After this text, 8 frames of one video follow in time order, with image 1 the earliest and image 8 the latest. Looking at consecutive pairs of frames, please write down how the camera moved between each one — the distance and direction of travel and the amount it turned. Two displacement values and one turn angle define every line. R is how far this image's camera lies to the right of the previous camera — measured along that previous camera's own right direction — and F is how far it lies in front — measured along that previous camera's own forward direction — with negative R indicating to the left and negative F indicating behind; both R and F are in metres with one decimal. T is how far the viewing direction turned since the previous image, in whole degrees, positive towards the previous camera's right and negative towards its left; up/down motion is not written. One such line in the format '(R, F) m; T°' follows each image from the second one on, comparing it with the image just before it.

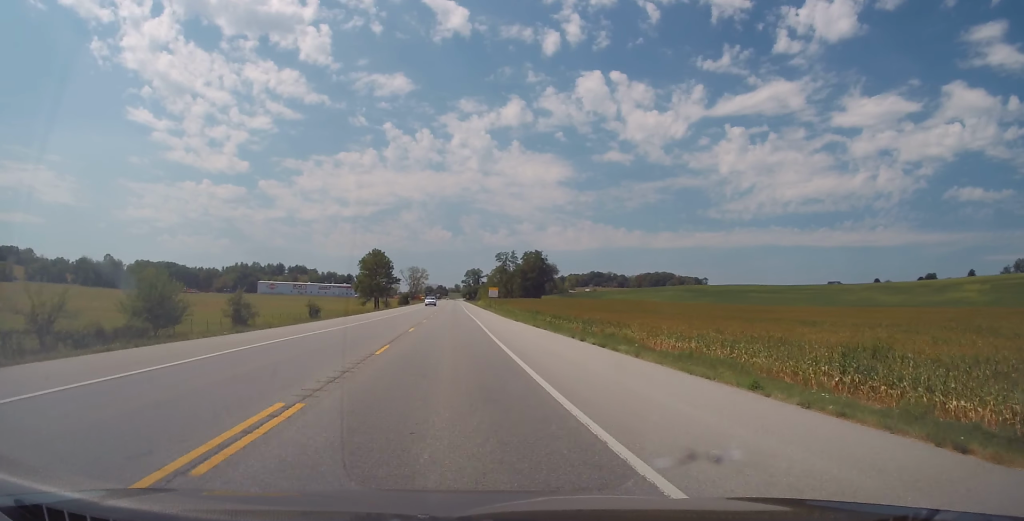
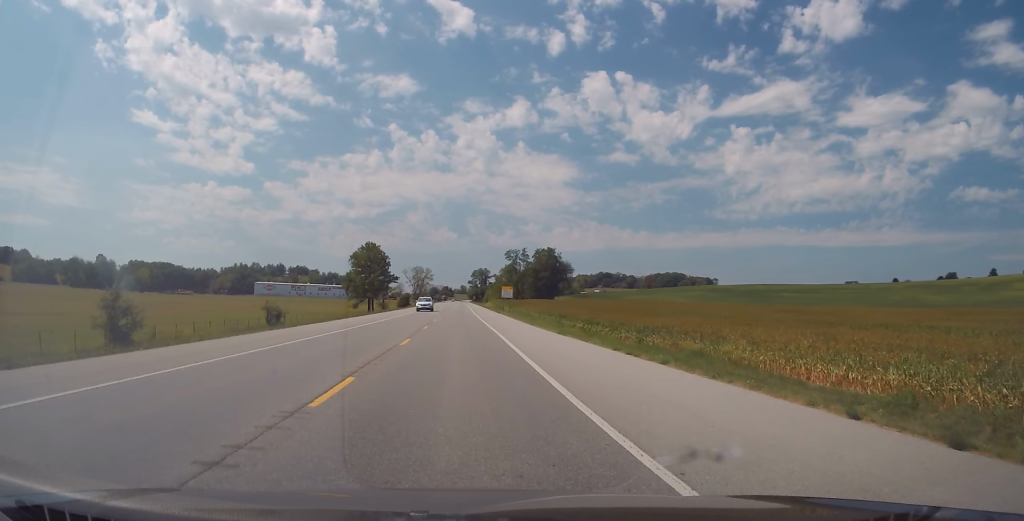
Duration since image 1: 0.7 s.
(-0.1, +19.9) m; 0°
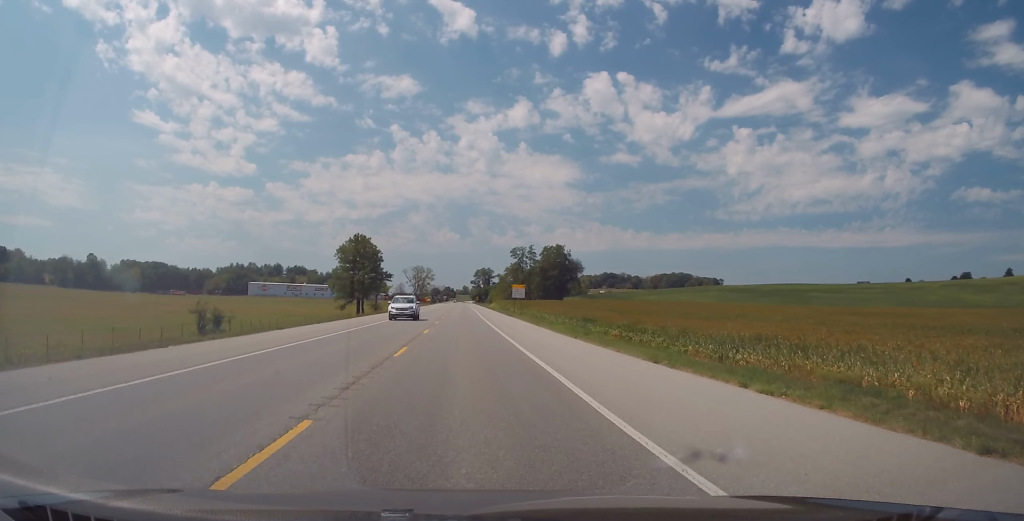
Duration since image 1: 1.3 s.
(-0.1, +16.1) m; 0°
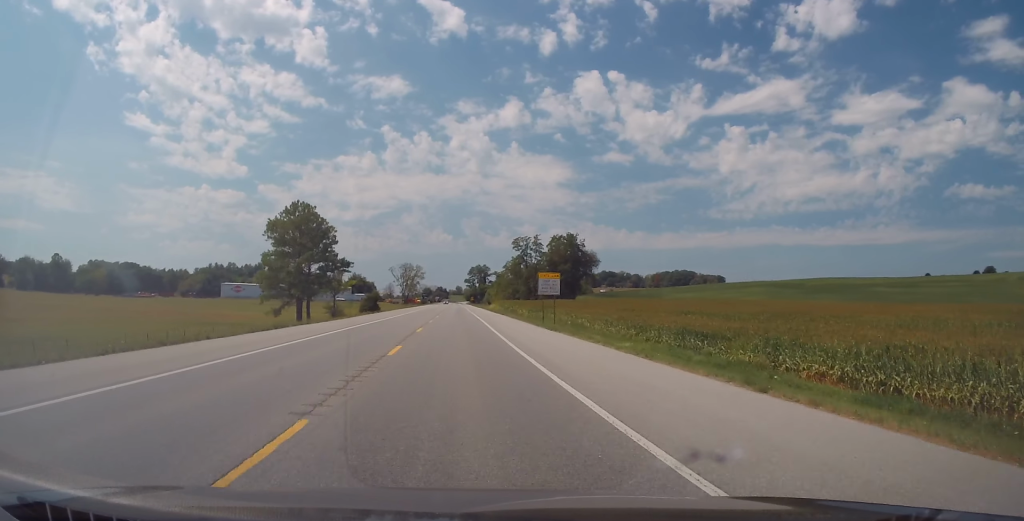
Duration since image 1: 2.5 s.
(+0.1, +36.2) m; 0°
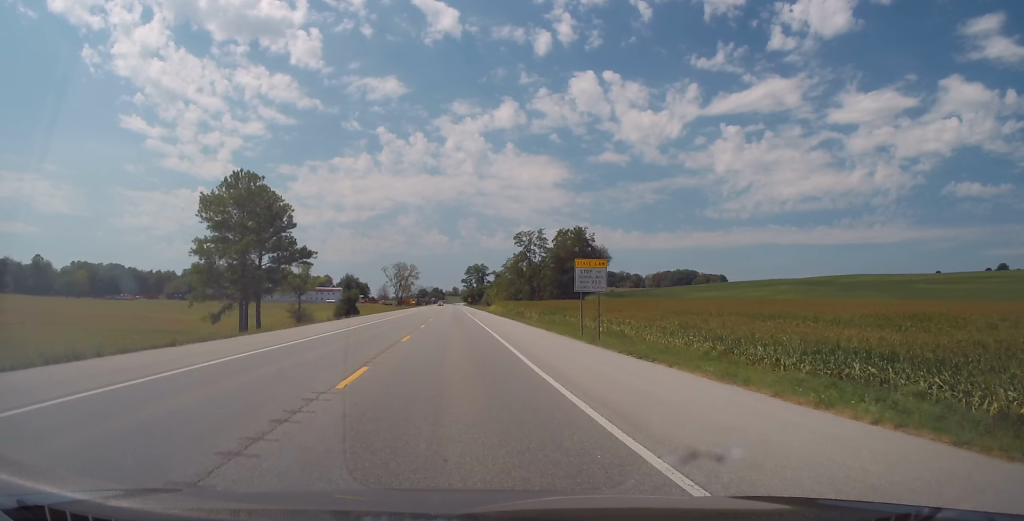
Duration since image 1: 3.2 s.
(0.0, +18.2) m; 0°
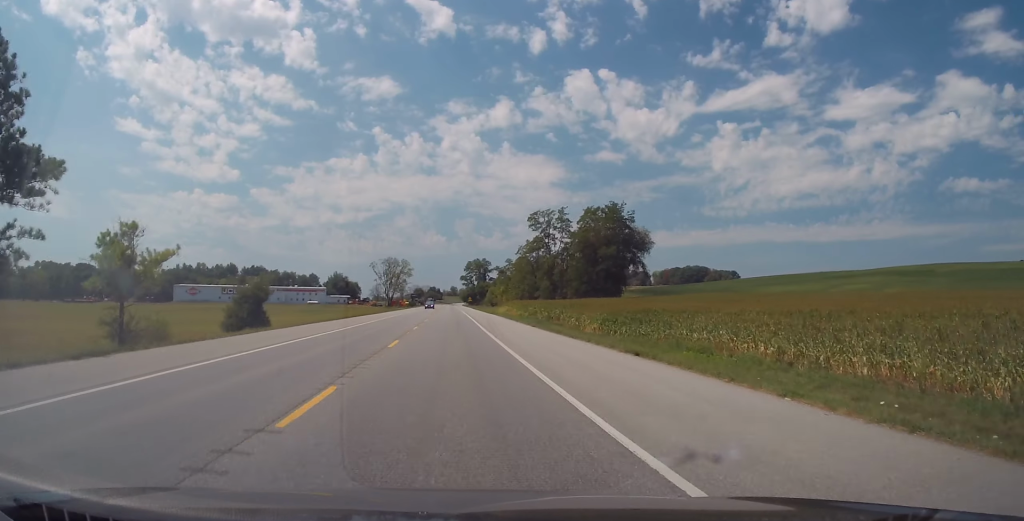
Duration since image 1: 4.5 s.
(-0.2, +39.3) m; 0°
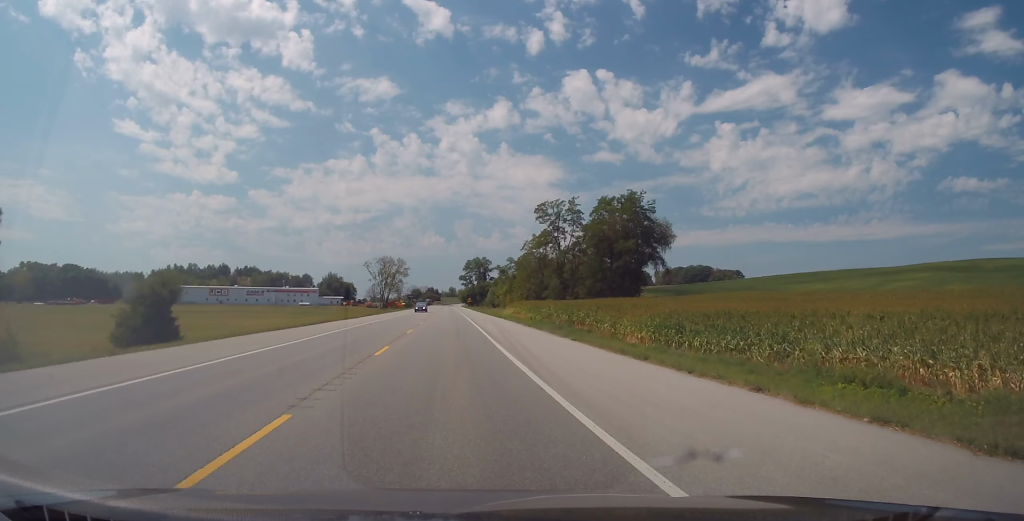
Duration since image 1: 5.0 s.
(+0.2, +14.5) m; 0°
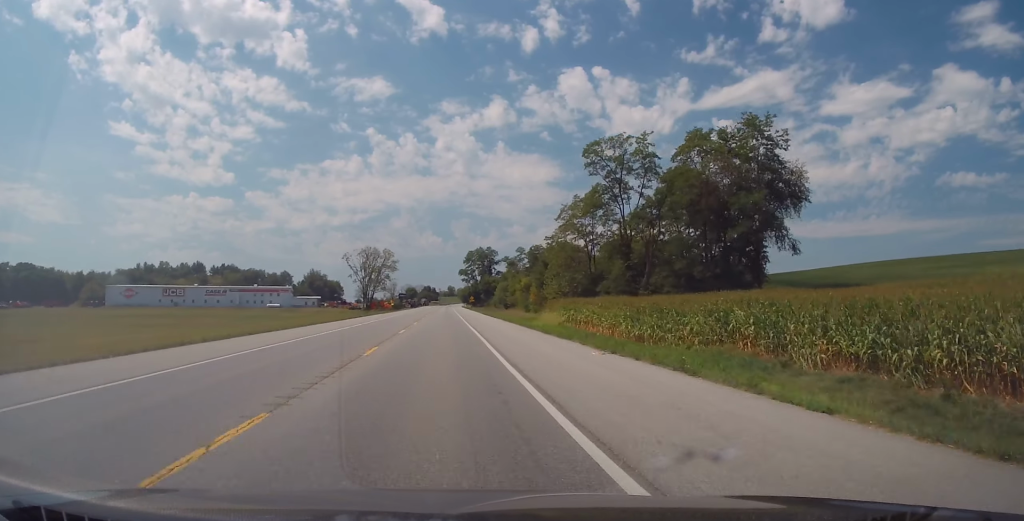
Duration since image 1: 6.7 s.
(0.0, +48.3) m; 0°
